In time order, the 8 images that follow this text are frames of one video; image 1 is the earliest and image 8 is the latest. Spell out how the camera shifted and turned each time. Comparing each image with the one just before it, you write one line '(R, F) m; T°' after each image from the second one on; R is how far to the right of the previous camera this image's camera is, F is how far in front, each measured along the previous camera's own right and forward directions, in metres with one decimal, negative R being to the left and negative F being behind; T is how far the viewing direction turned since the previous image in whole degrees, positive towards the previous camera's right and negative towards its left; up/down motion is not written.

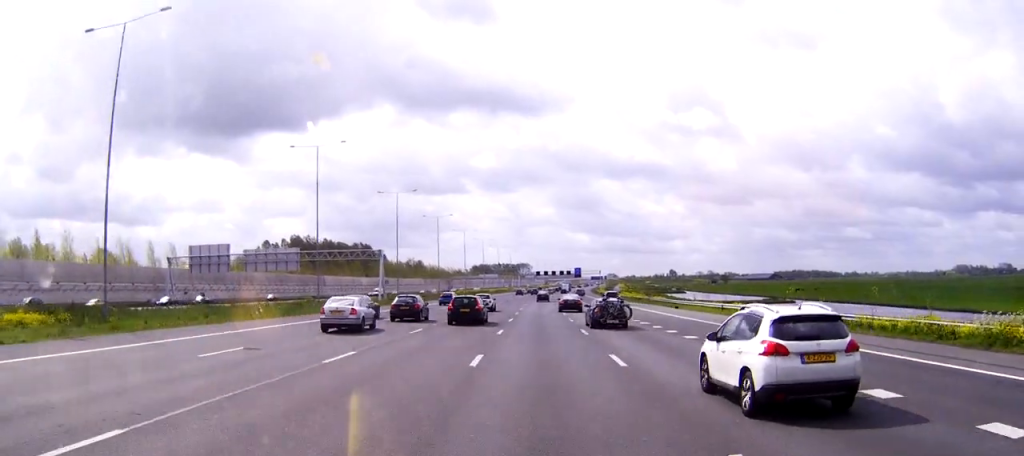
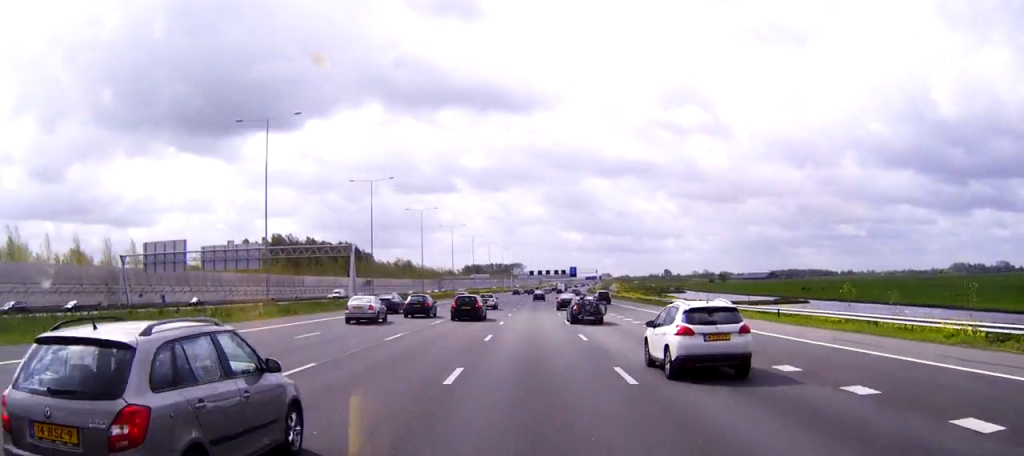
(0.0, +16.0) m; +1°
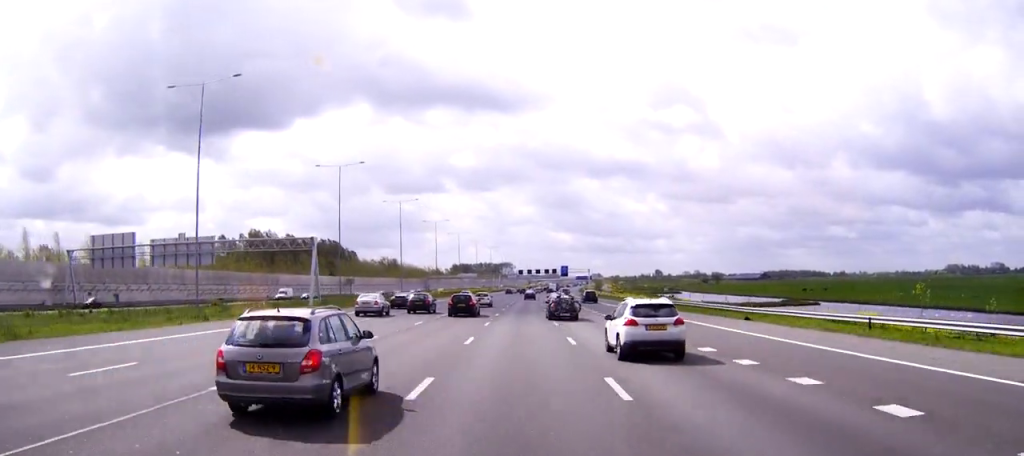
(+0.1, +14.8) m; +1°
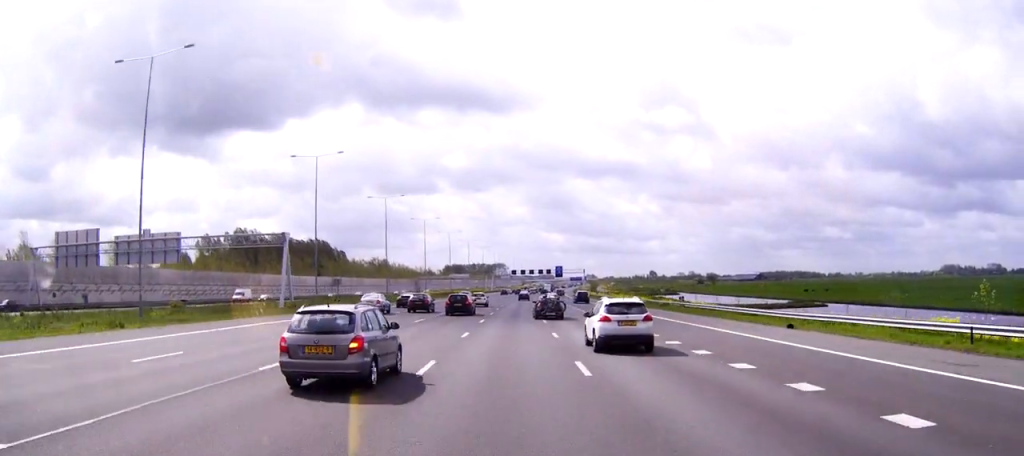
(0.0, +9.3) m; 0°
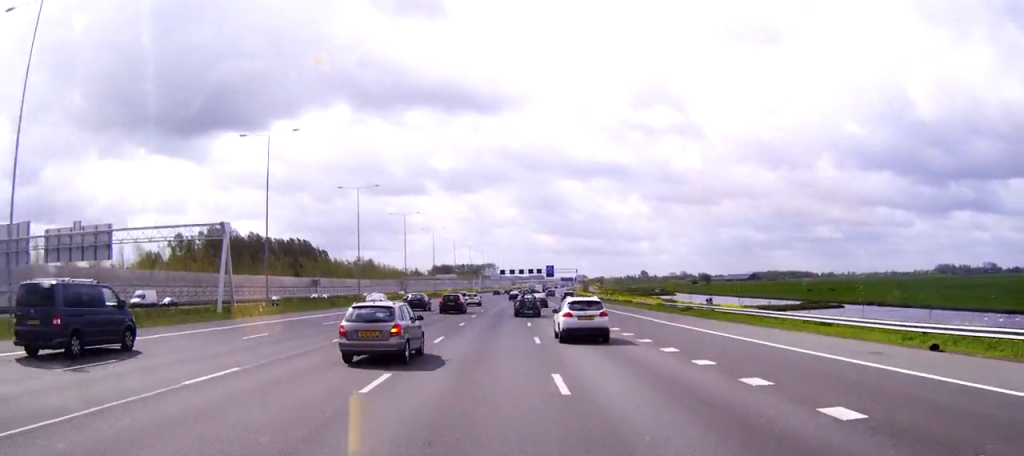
(+0.1, +16.1) m; +1°
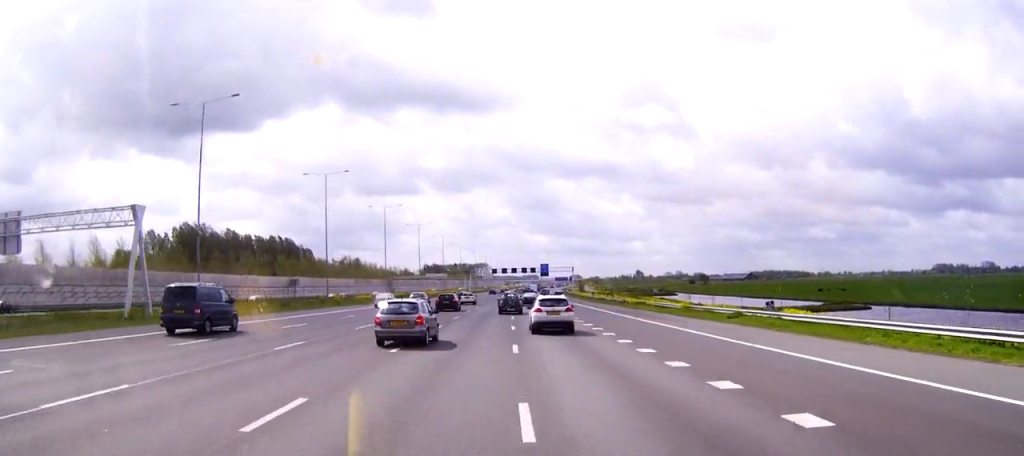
(+0.1, +18.2) m; 0°
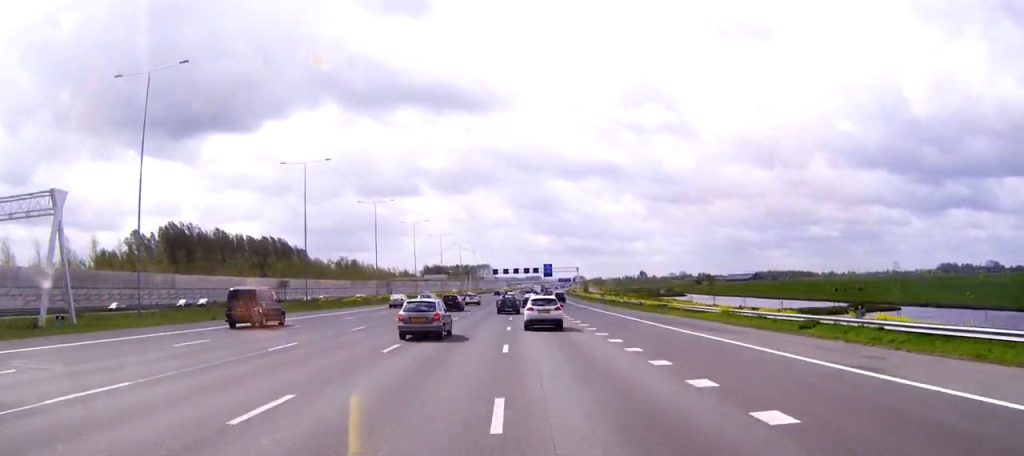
(0.0, +13.4) m; 0°
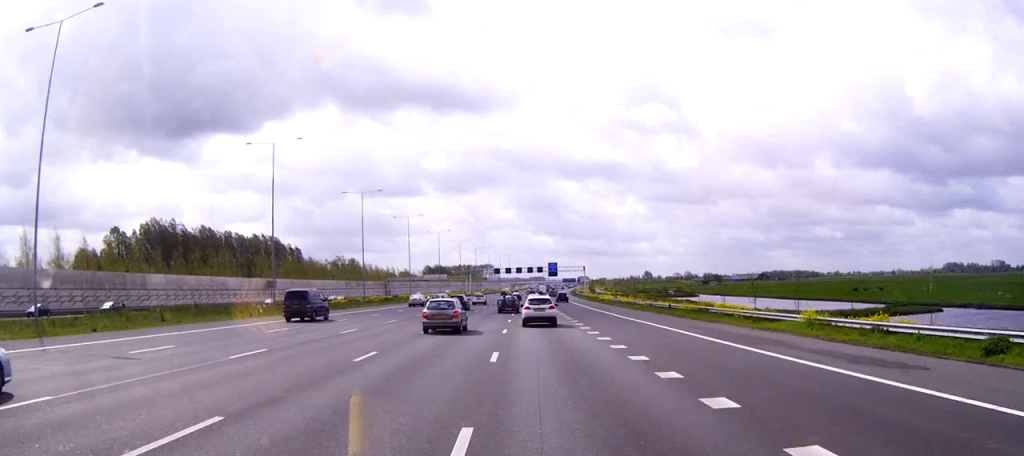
(0.0, +17.1) m; 0°
